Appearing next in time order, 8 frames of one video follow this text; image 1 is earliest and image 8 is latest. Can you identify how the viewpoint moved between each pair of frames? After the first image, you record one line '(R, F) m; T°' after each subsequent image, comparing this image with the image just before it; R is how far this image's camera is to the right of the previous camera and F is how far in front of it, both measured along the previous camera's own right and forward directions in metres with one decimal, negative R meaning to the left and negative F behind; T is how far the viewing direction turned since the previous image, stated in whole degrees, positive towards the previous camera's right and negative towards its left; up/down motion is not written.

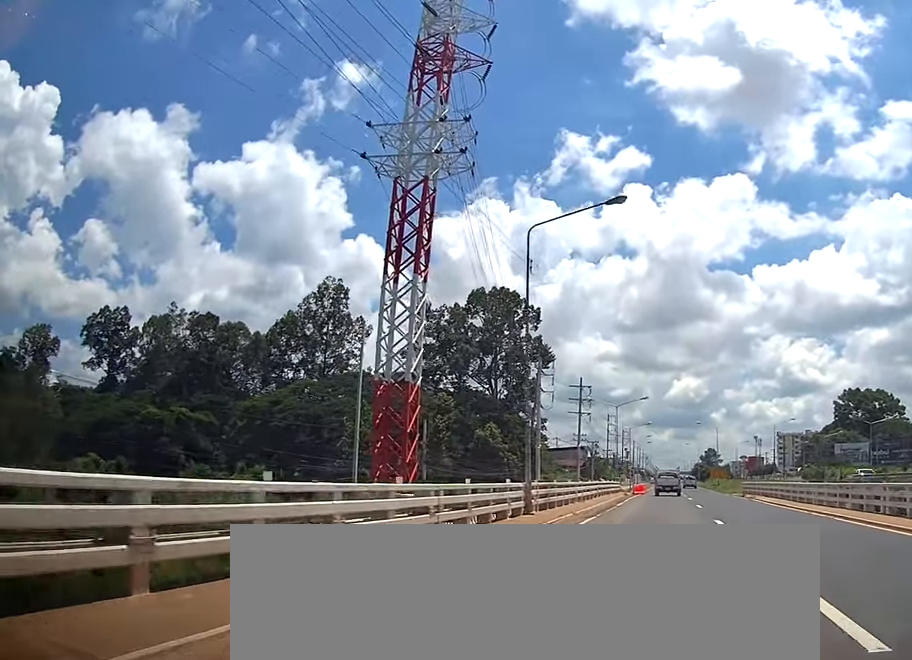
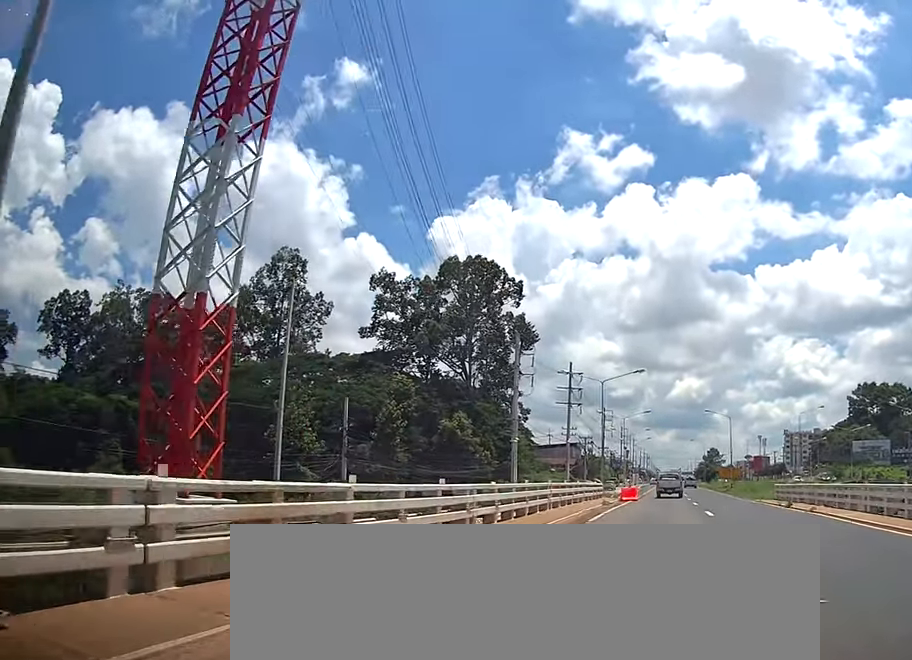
(+0.1, +18.0) m; 0°
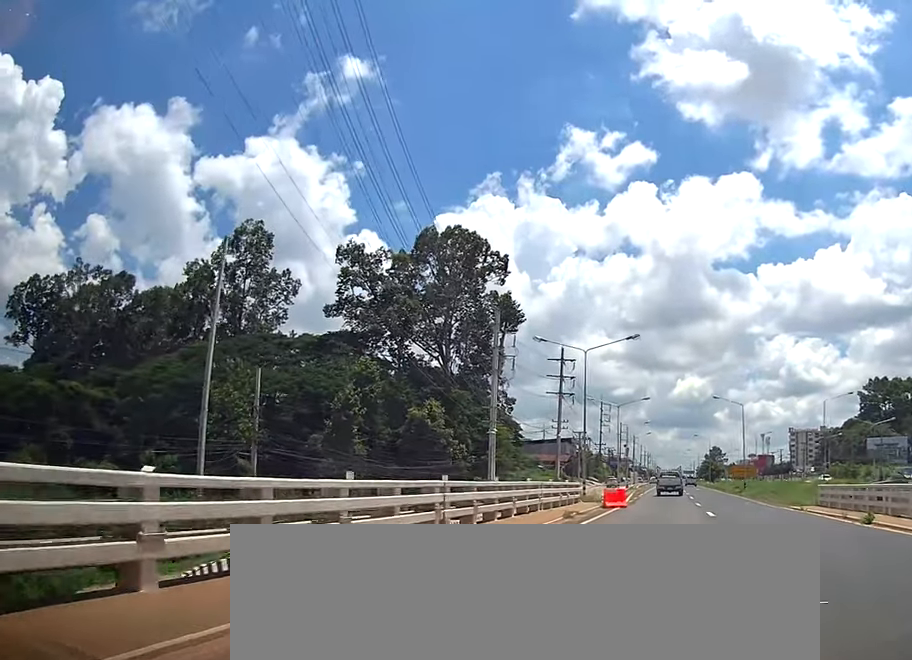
(-0.1, +12.3) m; 0°
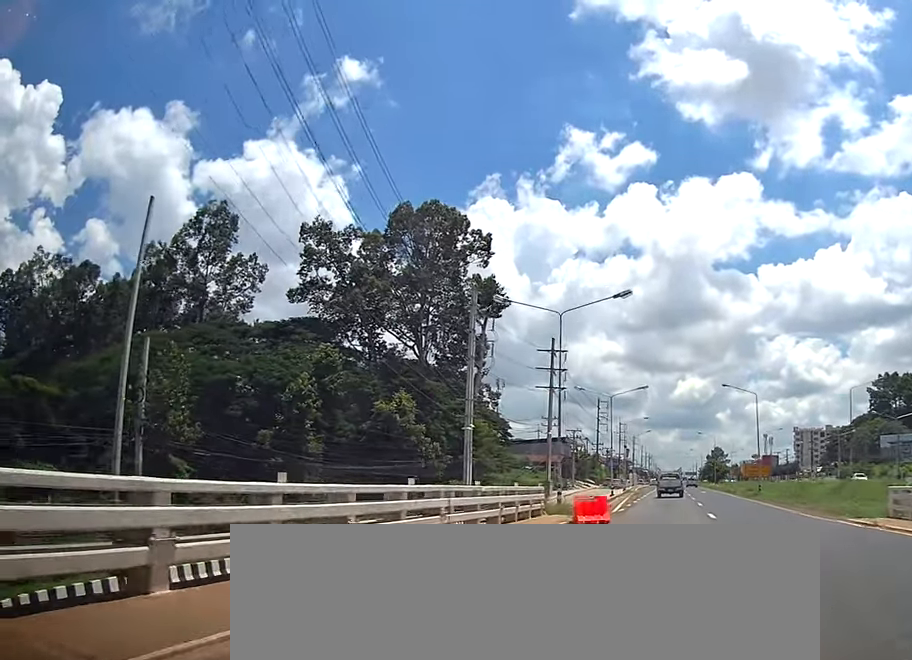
(-0.3, +10.1) m; +1°
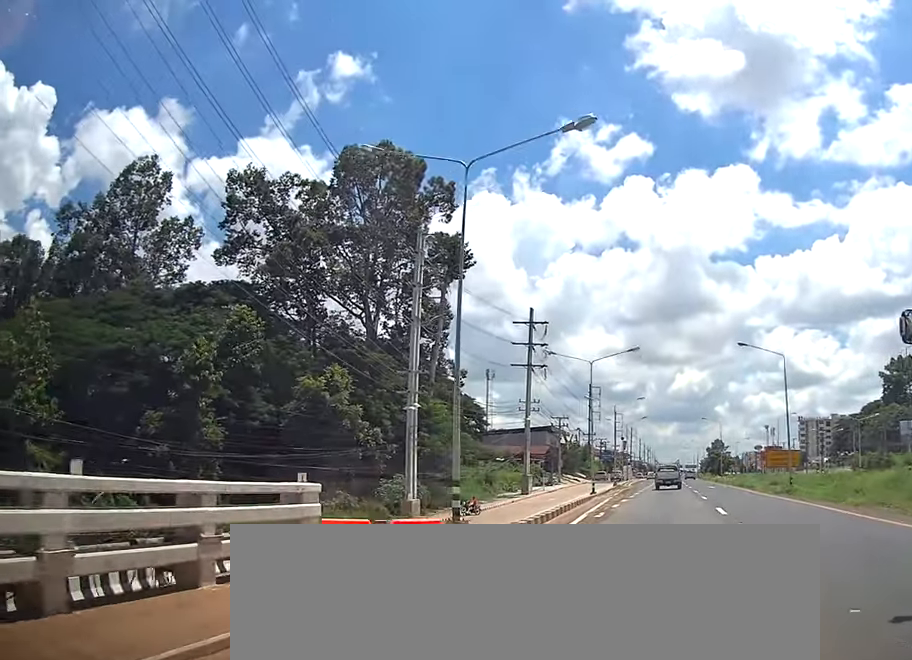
(+0.7, +15.3) m; +1°
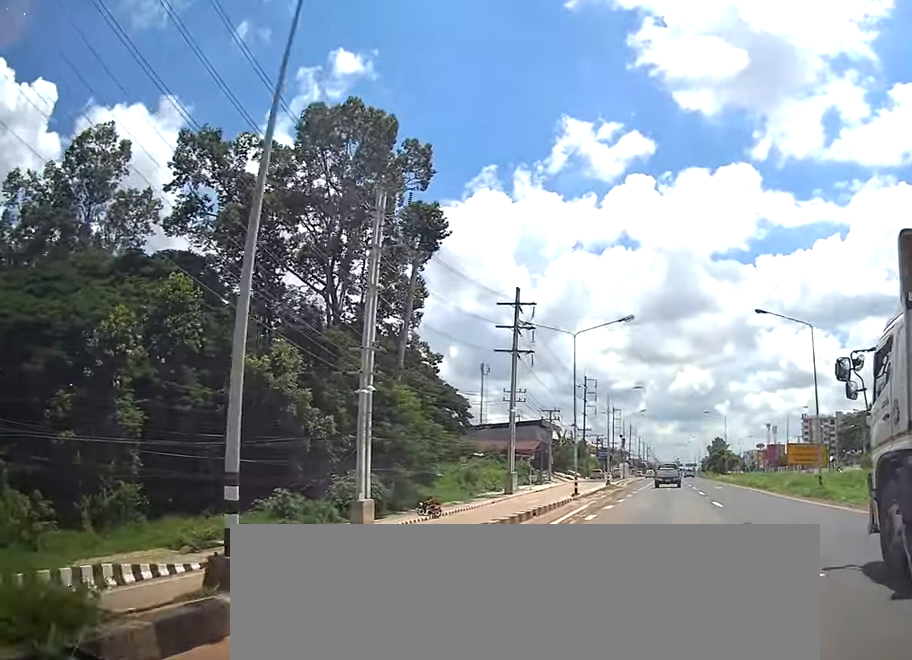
(-0.4, +8.8) m; 0°
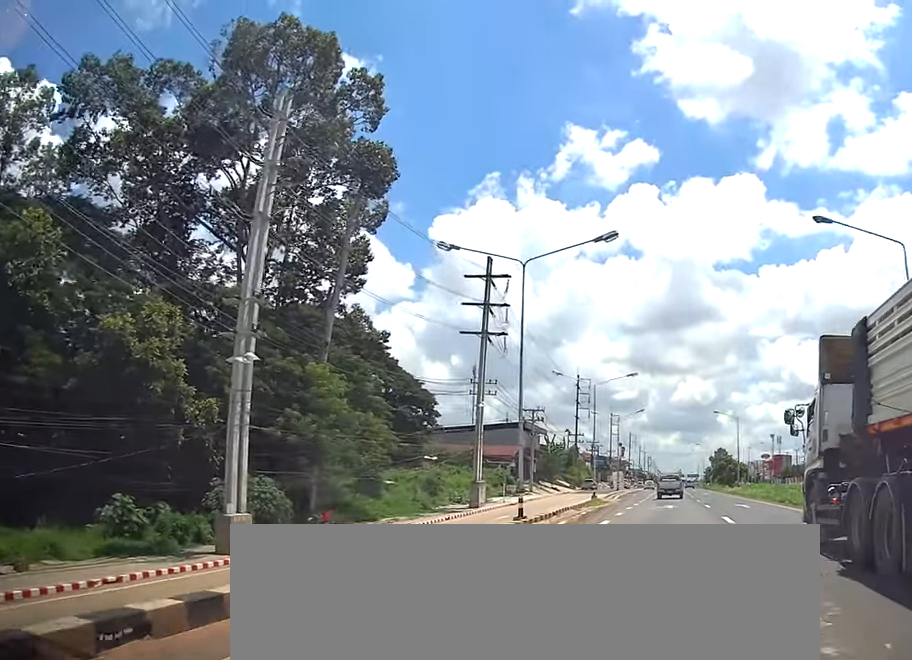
(+0.3, +14.6) m; 0°
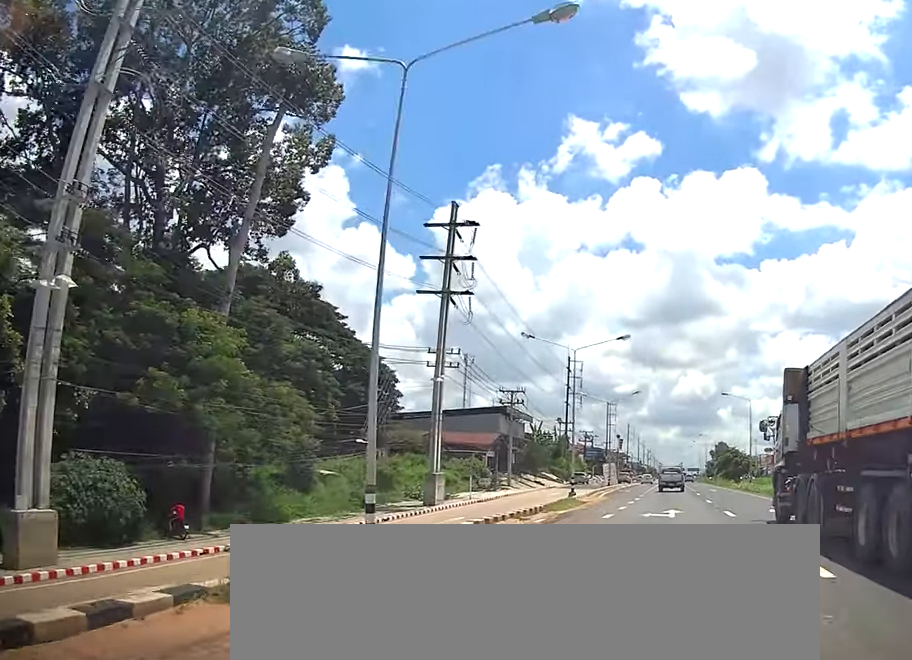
(-0.1, +12.1) m; -3°
